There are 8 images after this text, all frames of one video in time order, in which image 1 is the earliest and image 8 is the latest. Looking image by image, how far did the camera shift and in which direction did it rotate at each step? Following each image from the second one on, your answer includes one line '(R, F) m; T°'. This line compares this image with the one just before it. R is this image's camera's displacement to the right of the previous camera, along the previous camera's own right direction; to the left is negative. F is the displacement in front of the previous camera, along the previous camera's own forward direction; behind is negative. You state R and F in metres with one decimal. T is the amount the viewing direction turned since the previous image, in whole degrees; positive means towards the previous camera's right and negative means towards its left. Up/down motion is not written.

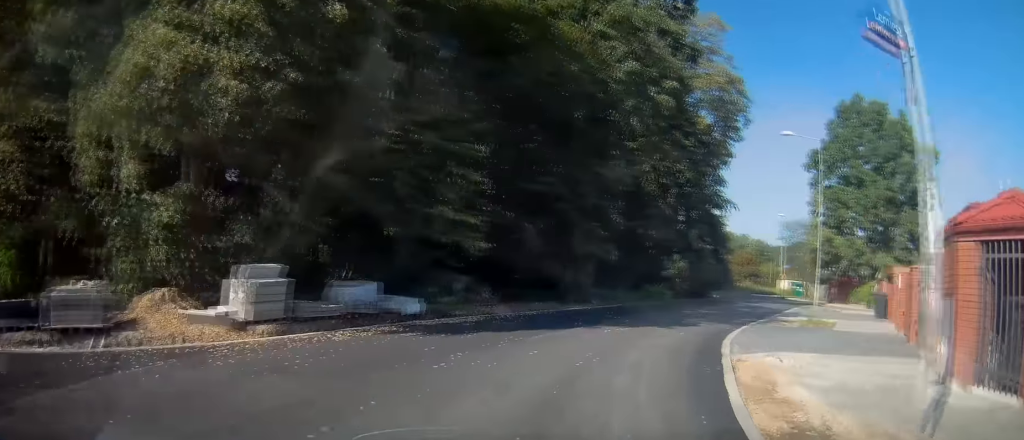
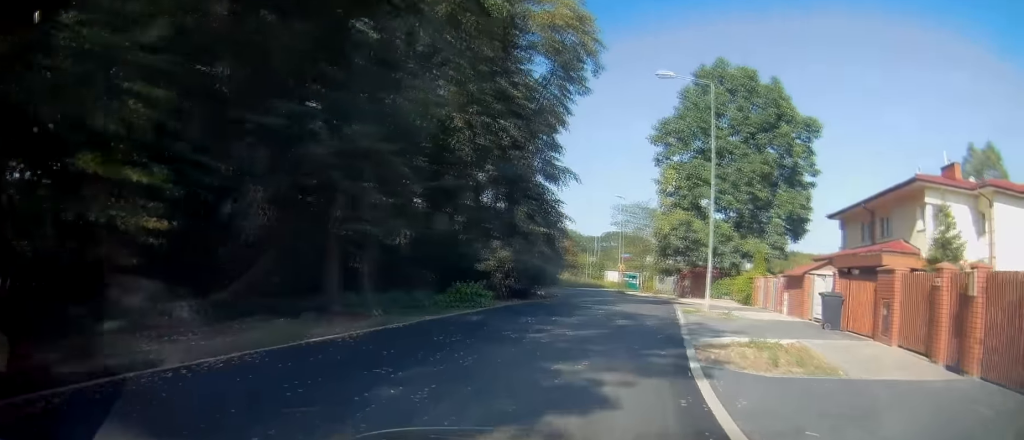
(+1.1, +9.5) m; +15°
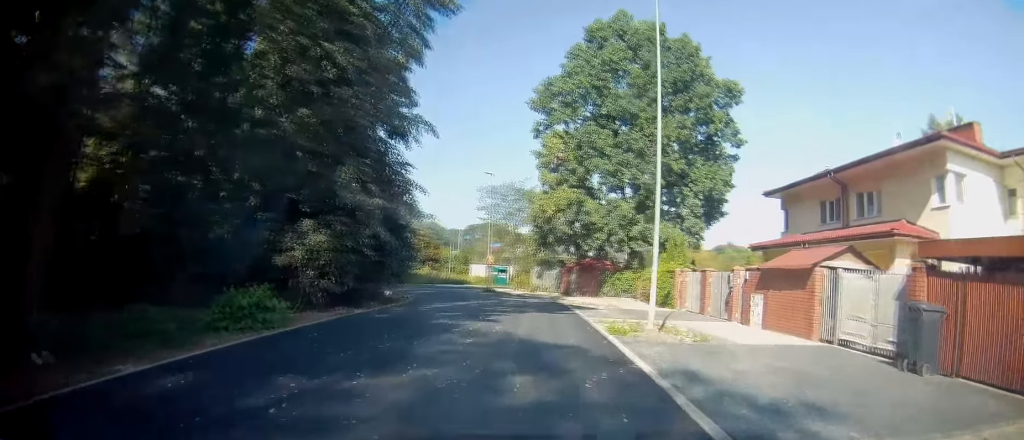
(+1.2, +9.2) m; +13°
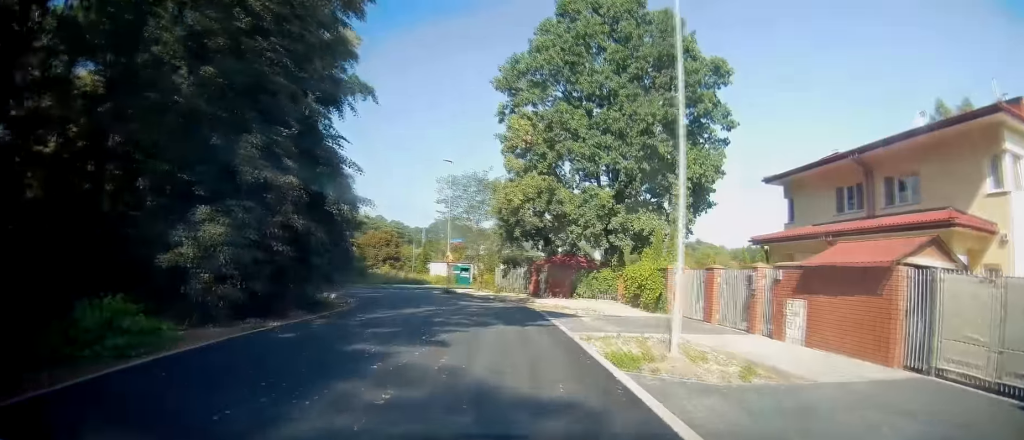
(+0.2, +4.2) m; +2°
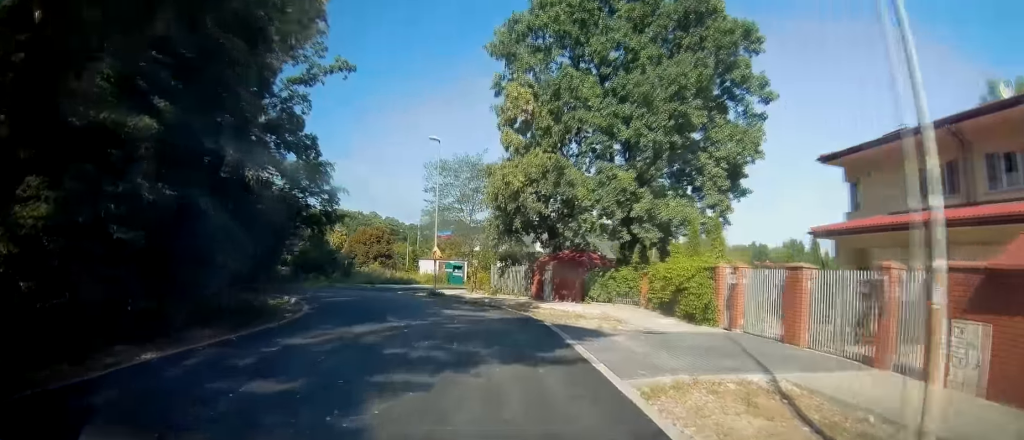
(+0.2, +5.3) m; -1°
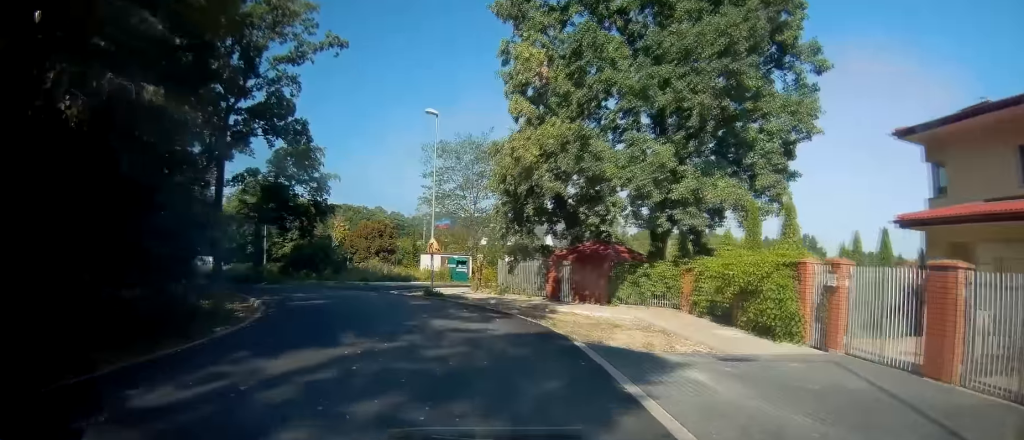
(-0.2, +4.4) m; -3°
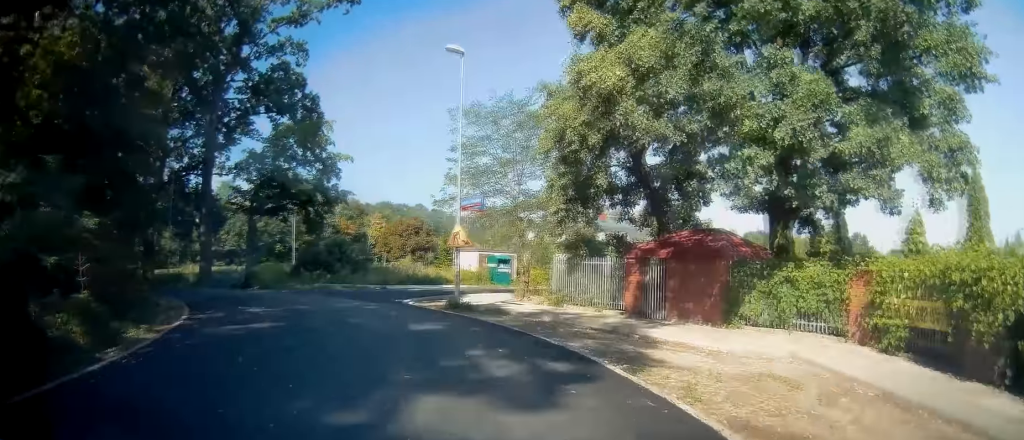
(-0.1, +7.8) m; -1°
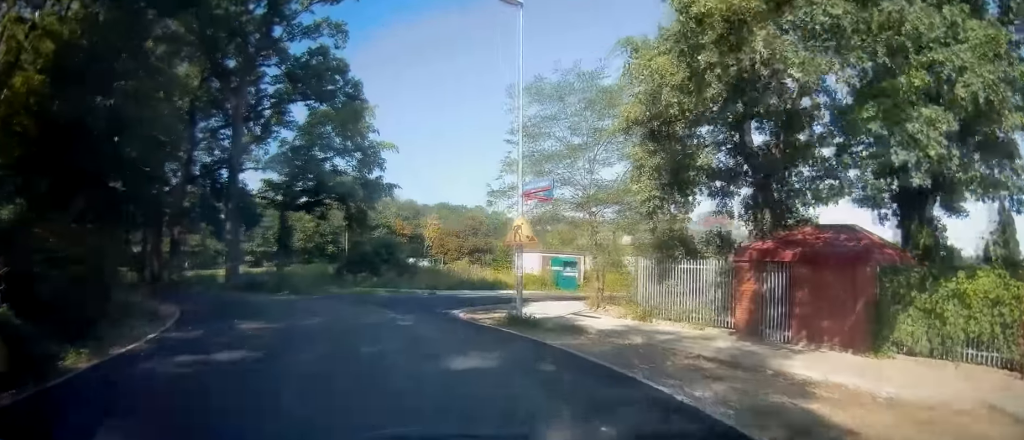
(+0.1, +4.1) m; -7°
